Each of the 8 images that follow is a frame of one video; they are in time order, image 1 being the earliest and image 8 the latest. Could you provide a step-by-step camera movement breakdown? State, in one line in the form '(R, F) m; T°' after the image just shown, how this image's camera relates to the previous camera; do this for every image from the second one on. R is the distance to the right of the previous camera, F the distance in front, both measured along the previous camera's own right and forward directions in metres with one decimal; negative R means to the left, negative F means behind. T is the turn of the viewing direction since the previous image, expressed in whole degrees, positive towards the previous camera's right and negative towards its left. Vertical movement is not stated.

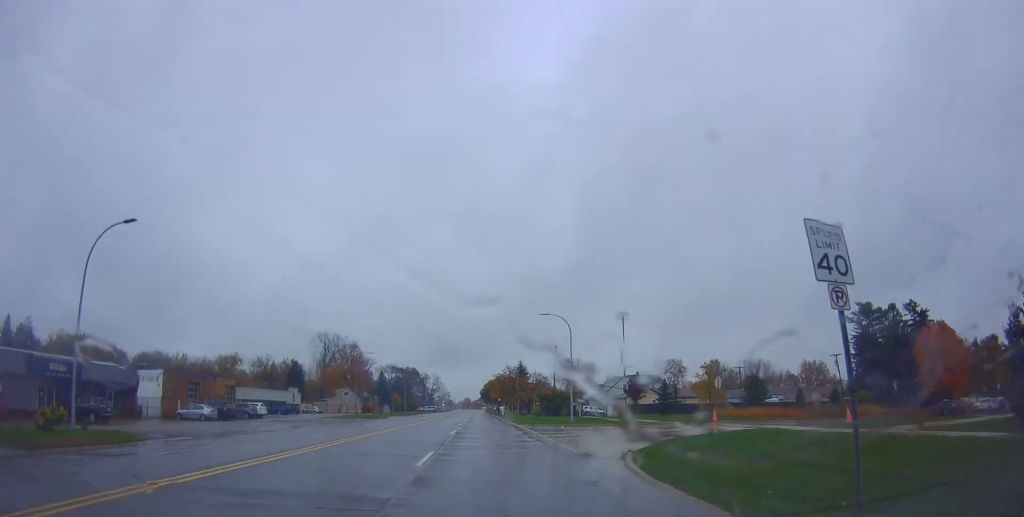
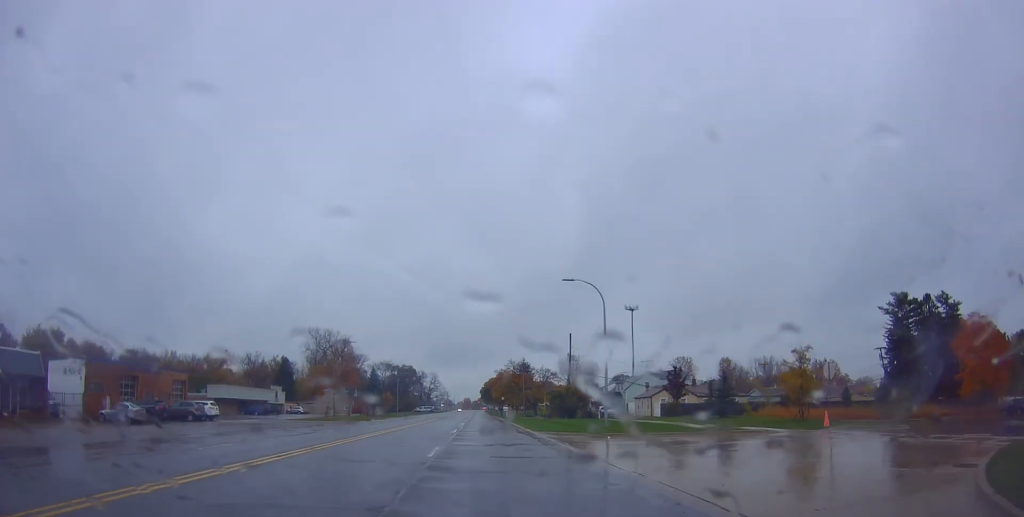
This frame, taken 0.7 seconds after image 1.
(-0.2, +13.3) m; -1°
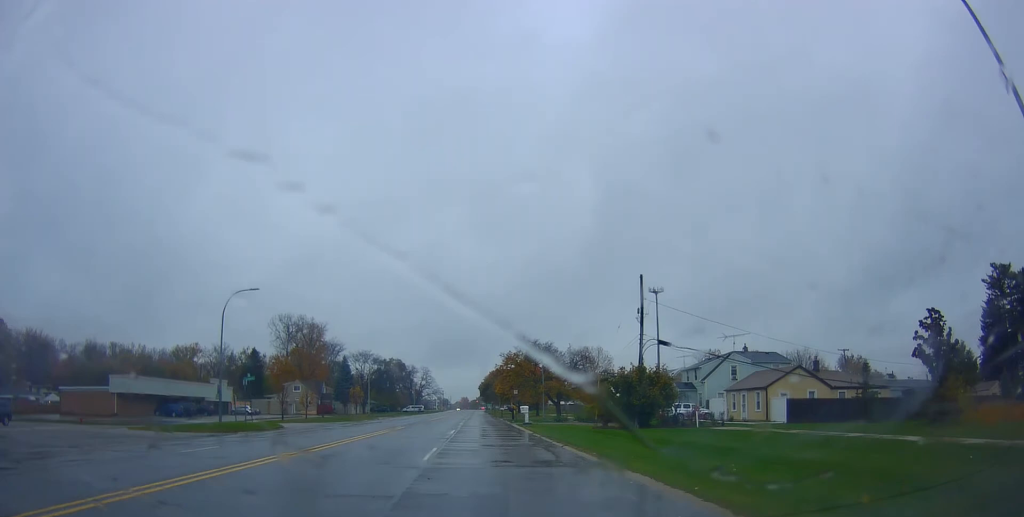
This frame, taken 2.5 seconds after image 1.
(-0.1, +31.8) m; +2°
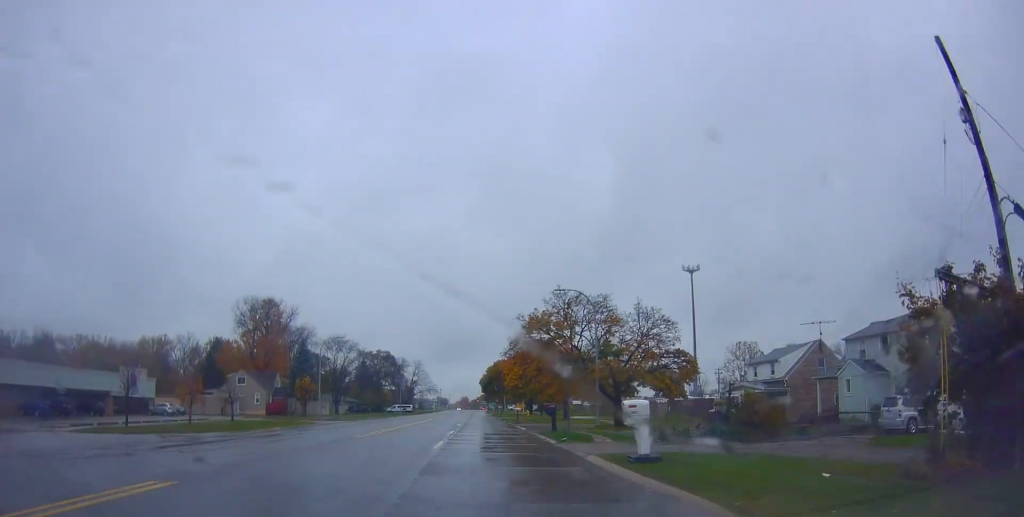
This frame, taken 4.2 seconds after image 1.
(+0.3, +30.5) m; 0°
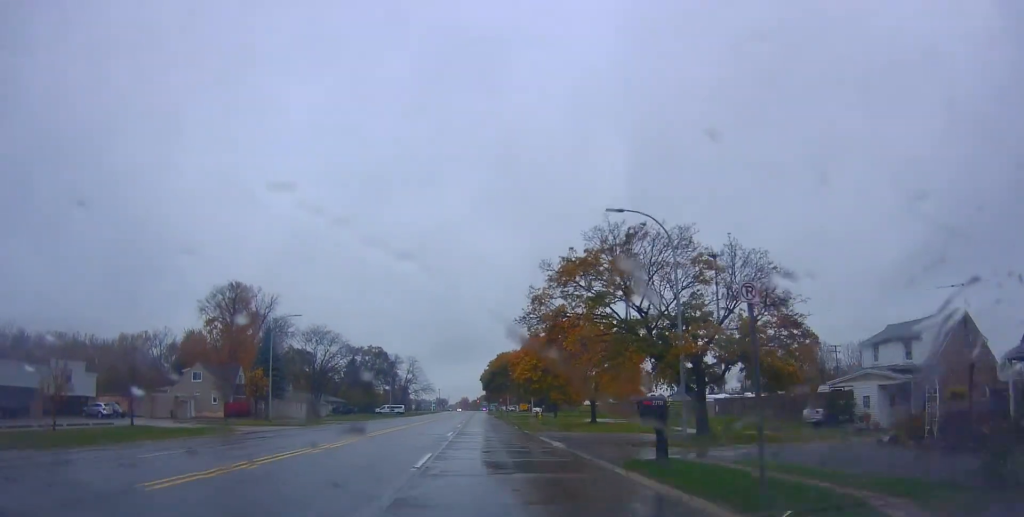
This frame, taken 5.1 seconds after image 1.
(+0.1, +15.9) m; +1°
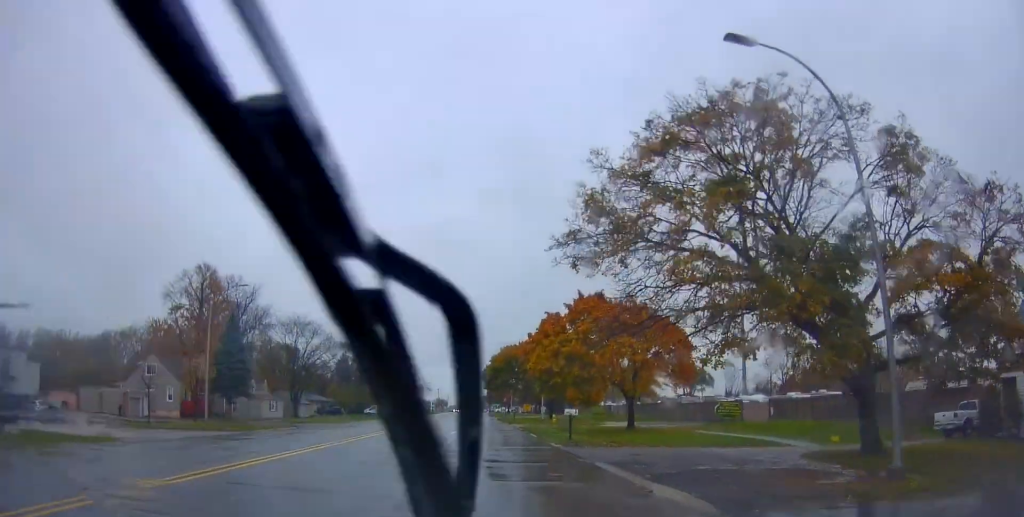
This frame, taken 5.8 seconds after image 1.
(+0.2, +12.4) m; +1°
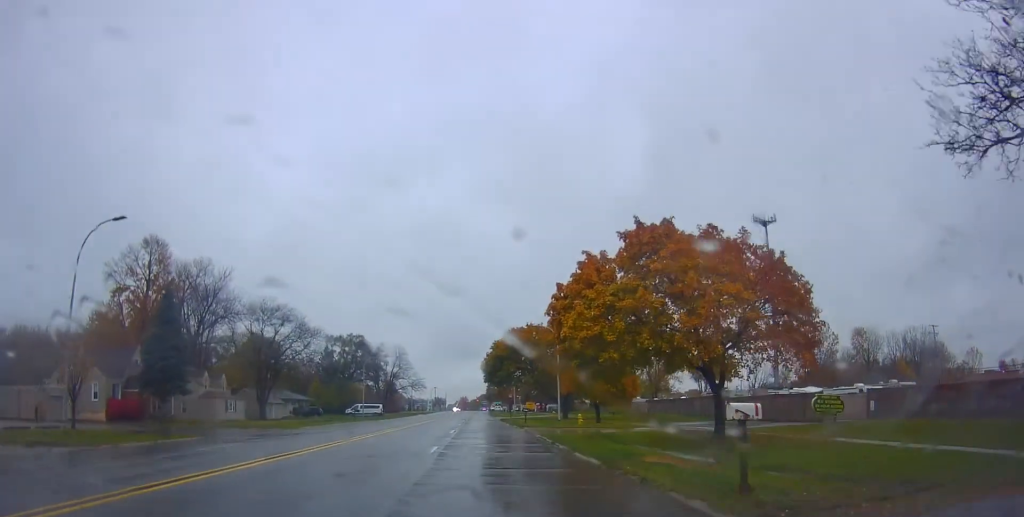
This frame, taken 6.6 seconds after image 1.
(0.0, +14.8) m; 0°
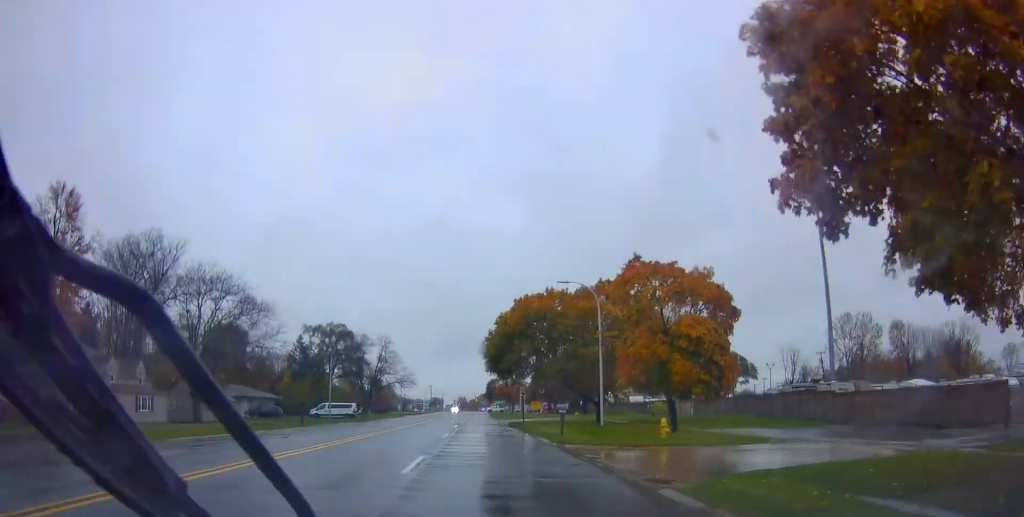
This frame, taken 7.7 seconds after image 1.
(0.0, +19.4) m; 0°
